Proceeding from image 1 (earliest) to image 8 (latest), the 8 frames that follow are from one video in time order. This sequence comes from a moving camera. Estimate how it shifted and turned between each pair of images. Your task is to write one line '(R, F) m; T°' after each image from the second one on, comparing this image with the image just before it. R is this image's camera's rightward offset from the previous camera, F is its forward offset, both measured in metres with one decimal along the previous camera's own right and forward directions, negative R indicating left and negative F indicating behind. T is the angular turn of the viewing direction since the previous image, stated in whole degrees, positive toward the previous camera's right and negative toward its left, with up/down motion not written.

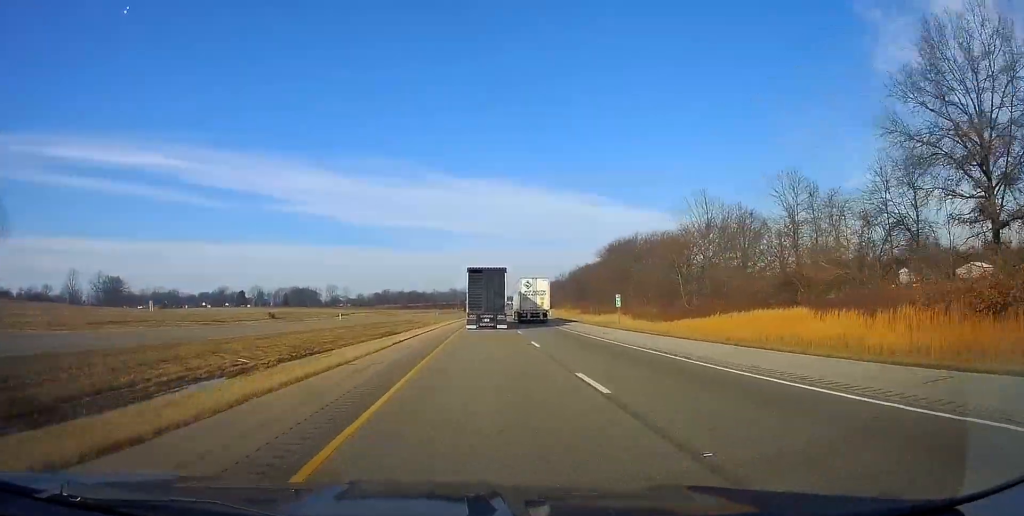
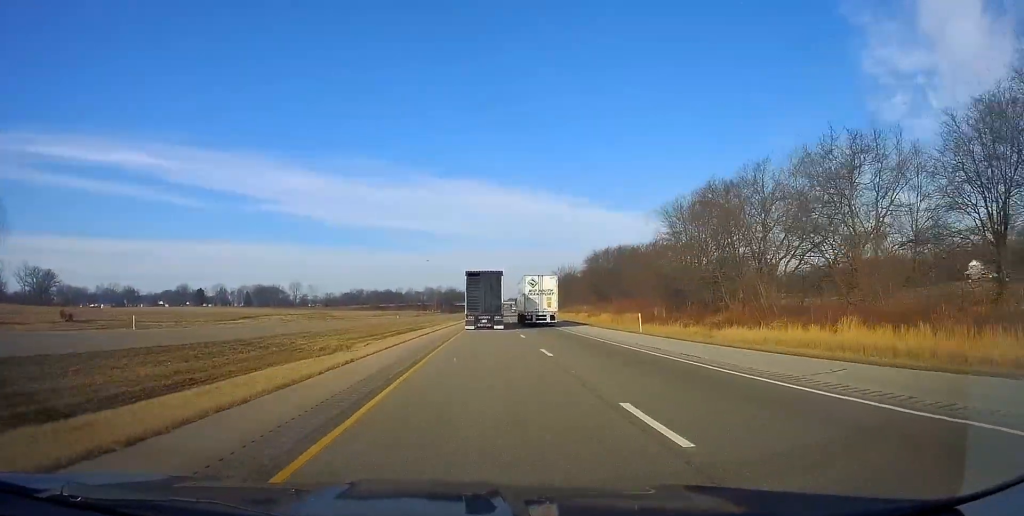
(+1.3, +64.9) m; +2°
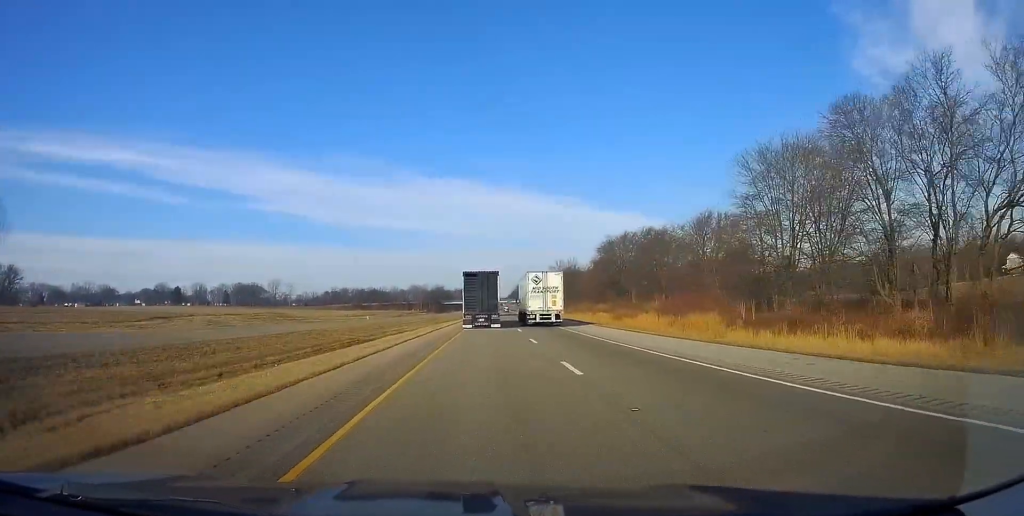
(+0.1, +30.3) m; +1°
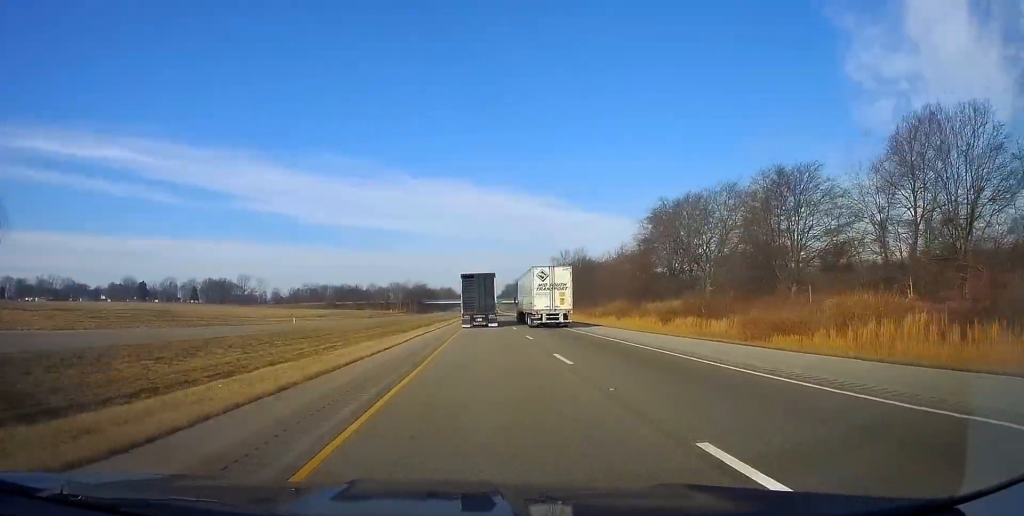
(+0.4, +47.3) m; +1°
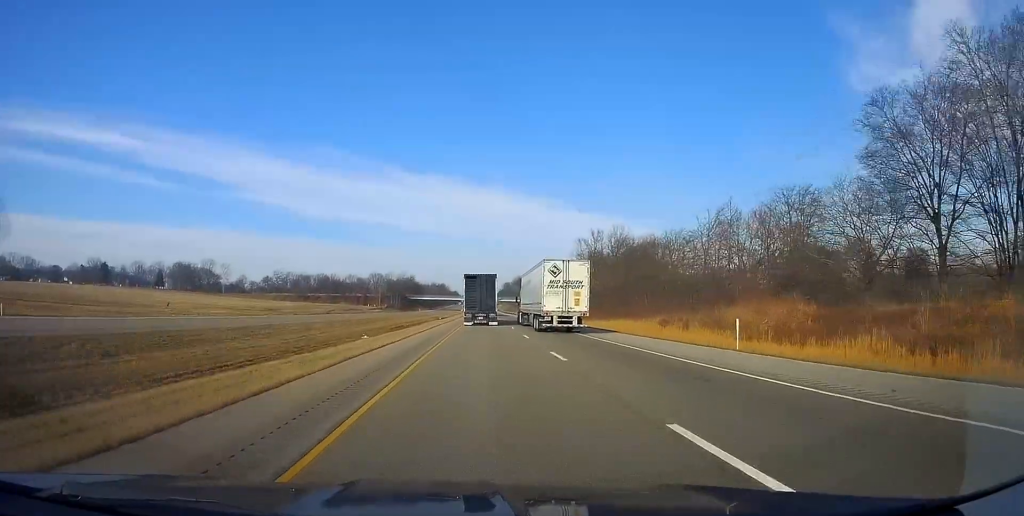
(+0.5, +59.8) m; +1°
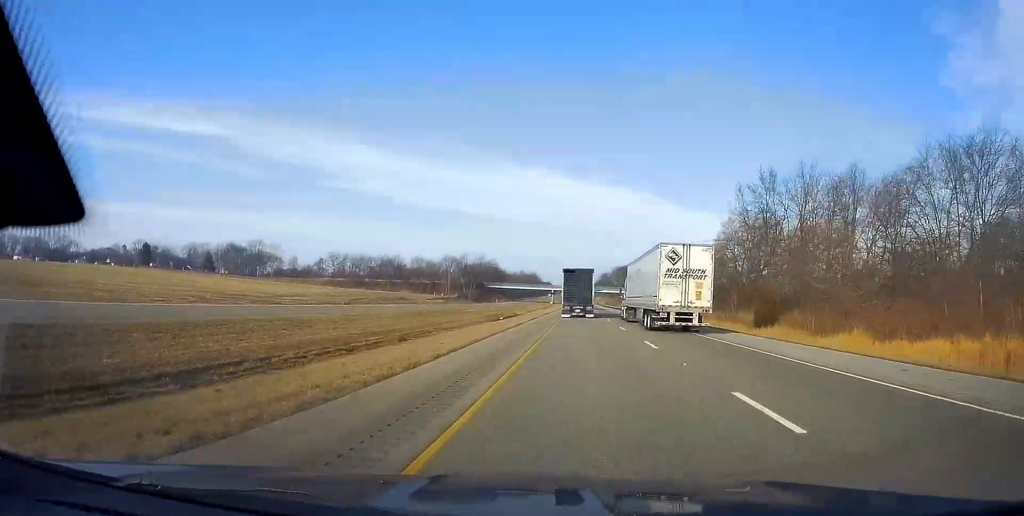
(+0.3, +58.7) m; 0°
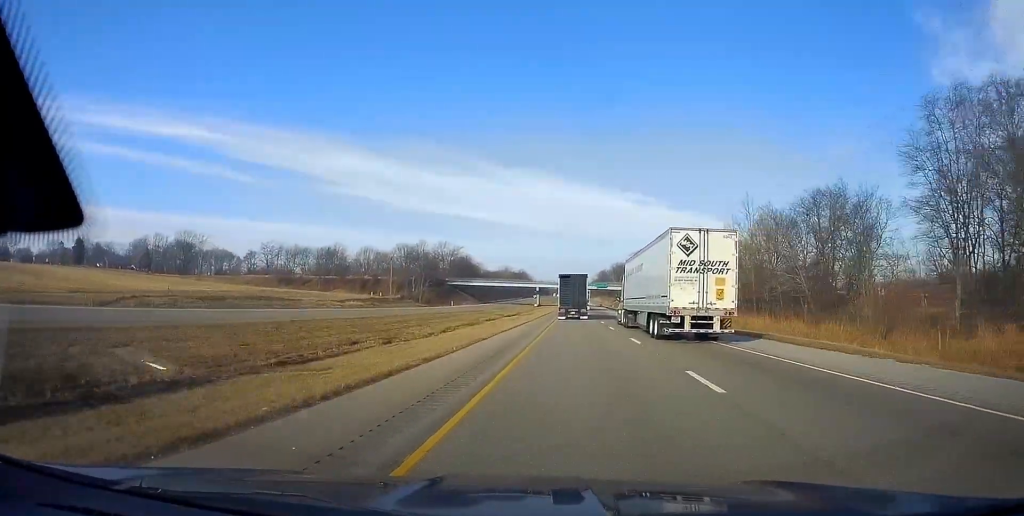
(-0.1, +70.8) m; 0°
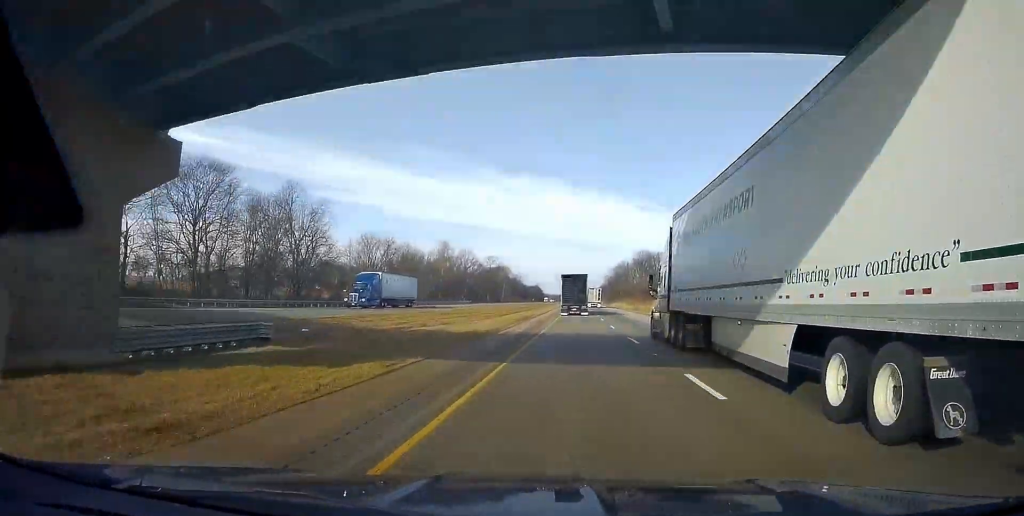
(+0.1, +160.8) m; 0°
